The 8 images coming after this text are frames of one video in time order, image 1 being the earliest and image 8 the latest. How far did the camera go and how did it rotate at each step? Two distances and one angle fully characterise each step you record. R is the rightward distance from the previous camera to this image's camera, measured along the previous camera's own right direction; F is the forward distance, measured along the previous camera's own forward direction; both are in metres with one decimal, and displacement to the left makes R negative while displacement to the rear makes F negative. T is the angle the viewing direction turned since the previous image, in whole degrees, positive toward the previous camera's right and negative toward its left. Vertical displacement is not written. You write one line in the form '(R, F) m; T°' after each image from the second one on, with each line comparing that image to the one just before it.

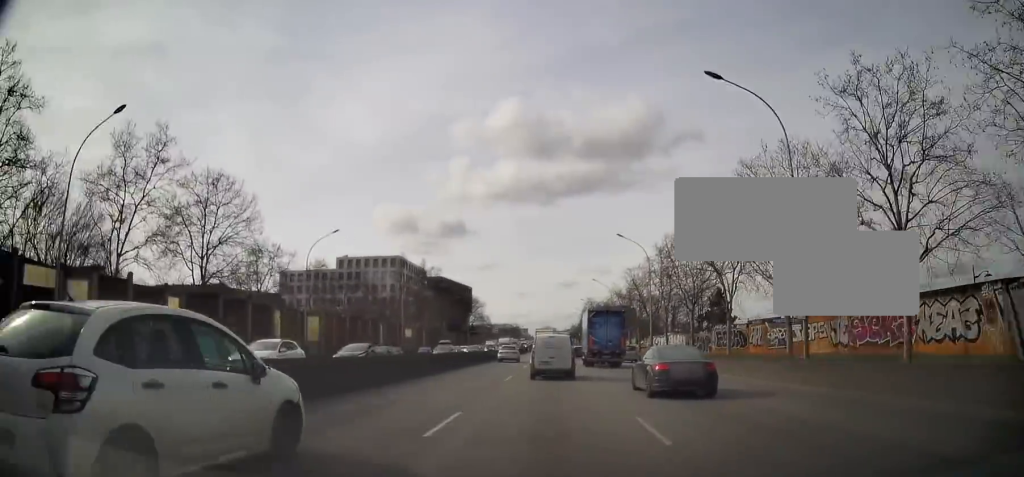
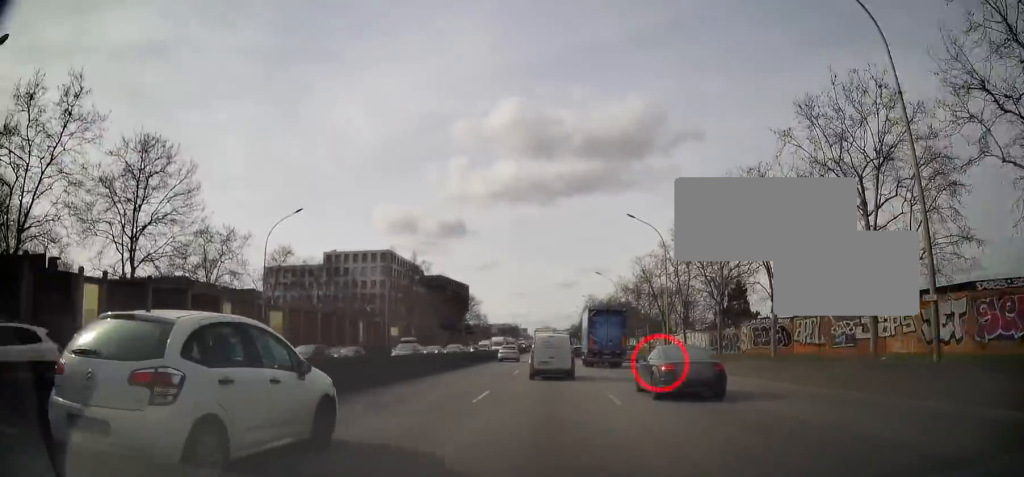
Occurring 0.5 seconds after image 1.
(-0.1, +8.4) m; 0°
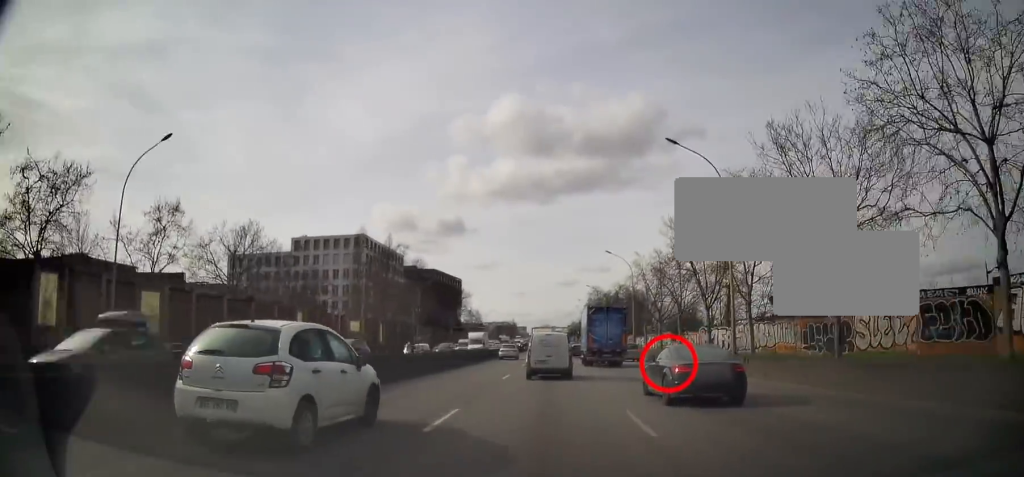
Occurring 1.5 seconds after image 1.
(0.0, +17.6) m; +1°
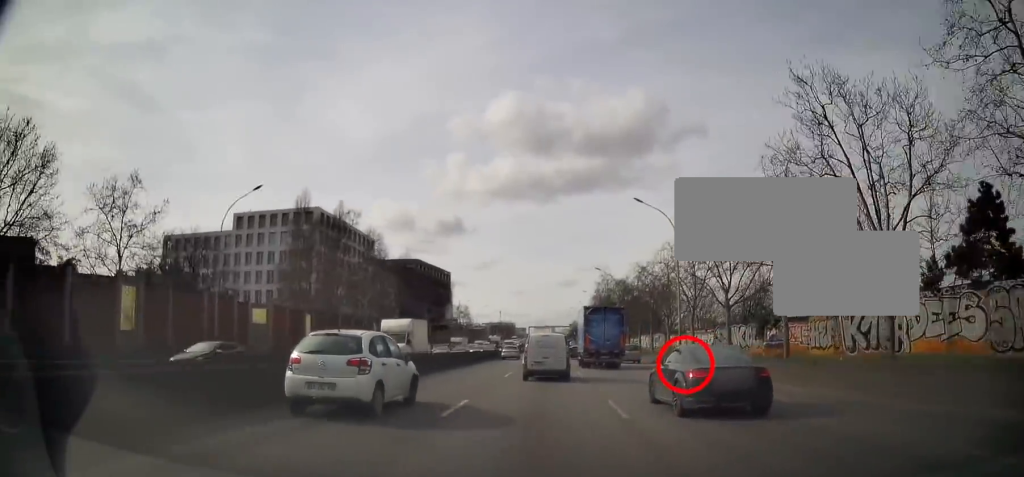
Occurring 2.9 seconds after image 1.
(+0.2, +24.8) m; 0°
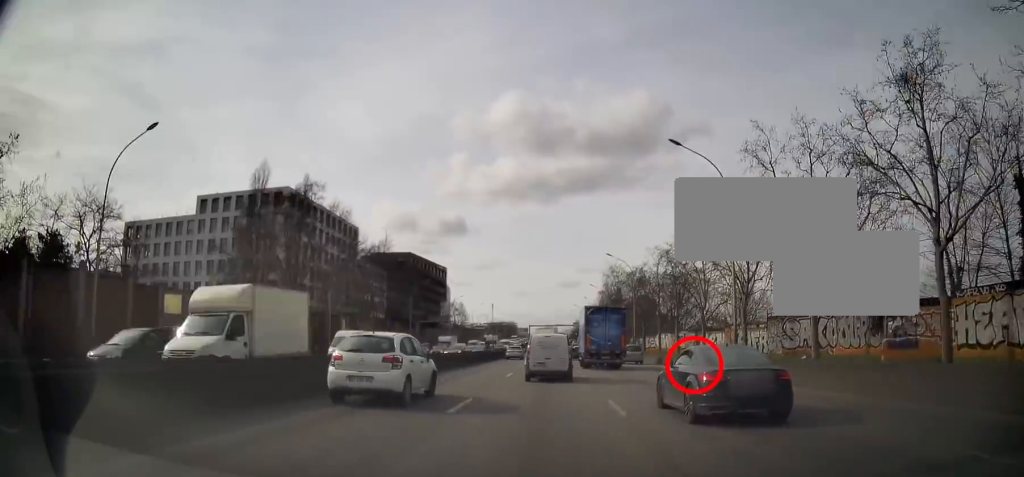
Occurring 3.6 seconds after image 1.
(0.0, +12.8) m; 0°
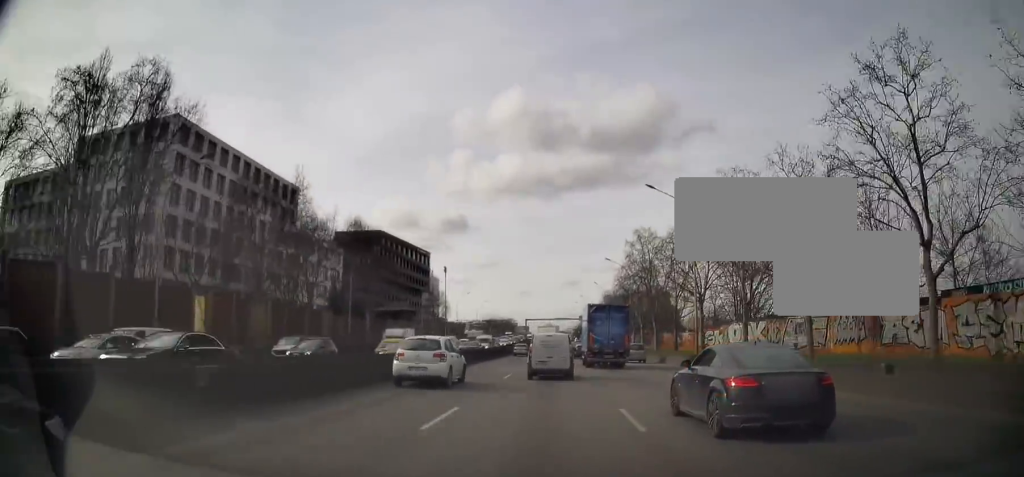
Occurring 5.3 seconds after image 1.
(+0.2, +29.4) m; +1°
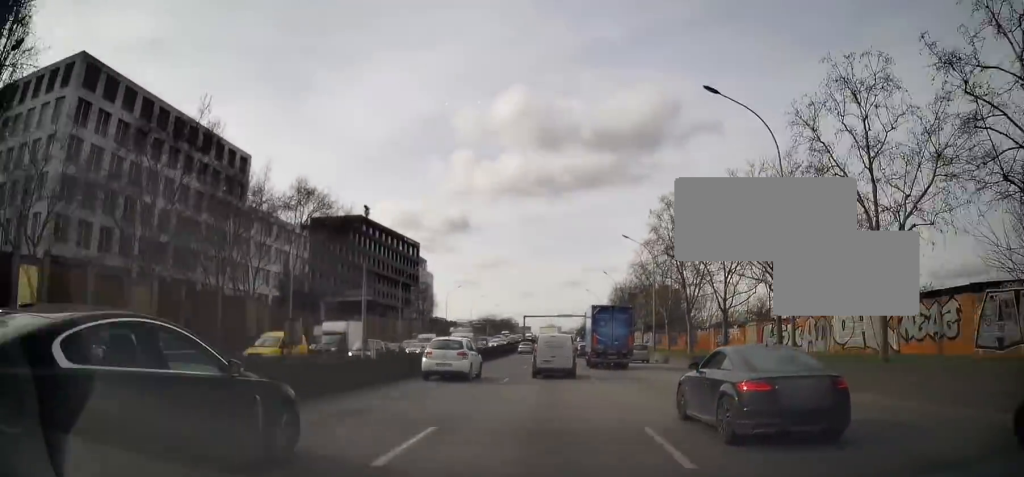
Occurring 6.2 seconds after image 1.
(+0.2, +15.7) m; 0°
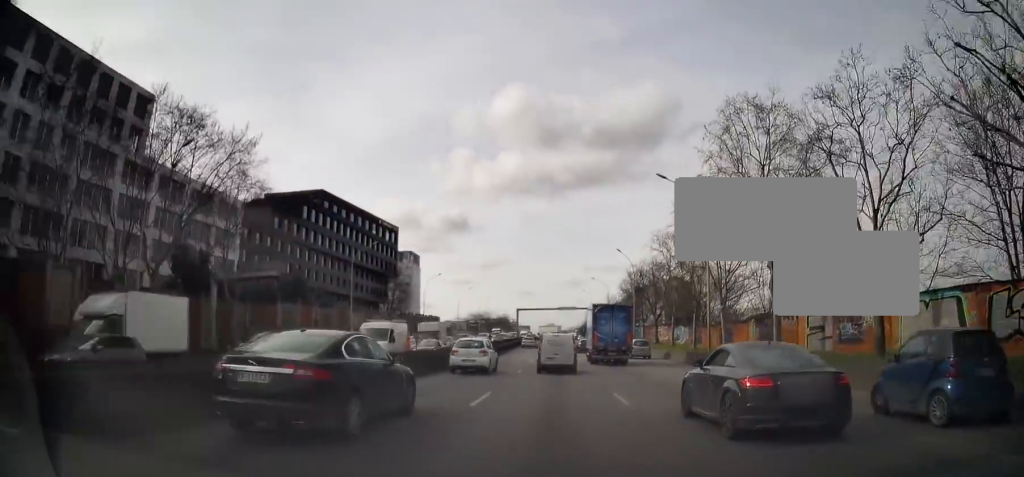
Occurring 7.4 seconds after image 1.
(-0.4, +21.0) m; -1°
